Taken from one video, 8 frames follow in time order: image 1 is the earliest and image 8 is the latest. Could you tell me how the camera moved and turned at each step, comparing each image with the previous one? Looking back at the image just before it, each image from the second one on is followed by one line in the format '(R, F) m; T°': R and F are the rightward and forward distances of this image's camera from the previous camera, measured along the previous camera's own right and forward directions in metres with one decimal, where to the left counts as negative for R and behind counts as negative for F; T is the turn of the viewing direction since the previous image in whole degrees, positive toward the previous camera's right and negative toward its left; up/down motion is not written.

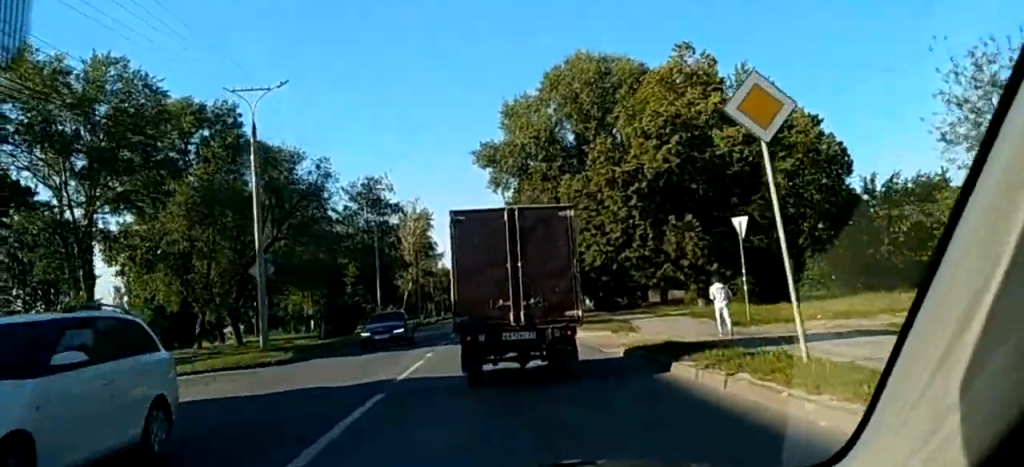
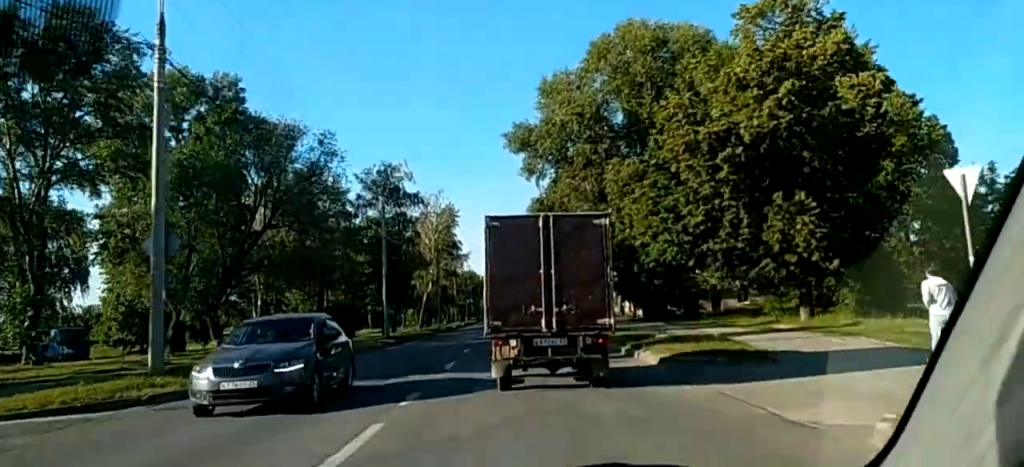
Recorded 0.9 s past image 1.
(-0.1, +11.2) m; -2°
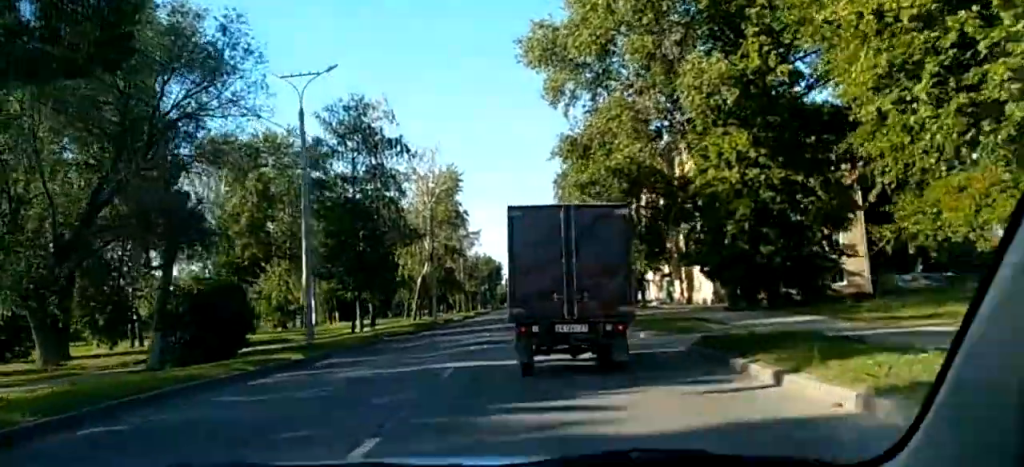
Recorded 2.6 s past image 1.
(-0.6, +21.3) m; -1°
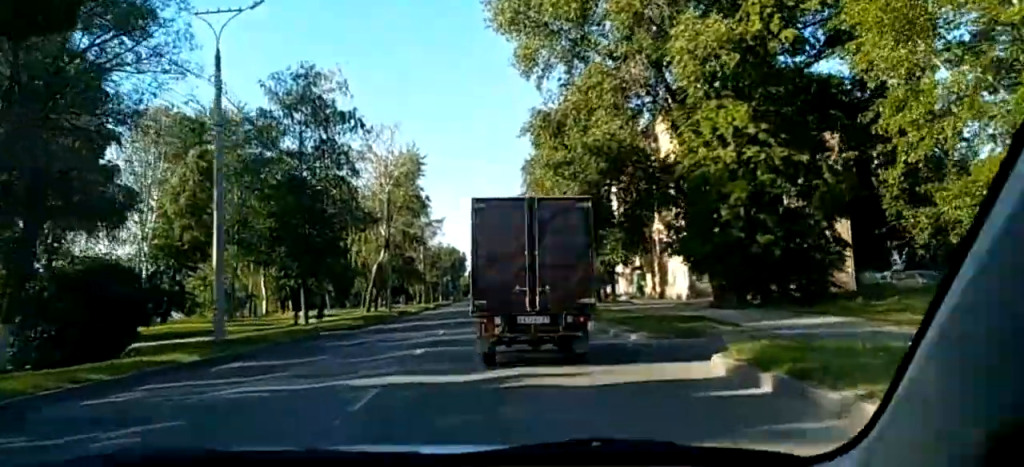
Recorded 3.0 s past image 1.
(+0.2, +5.0) m; +1°
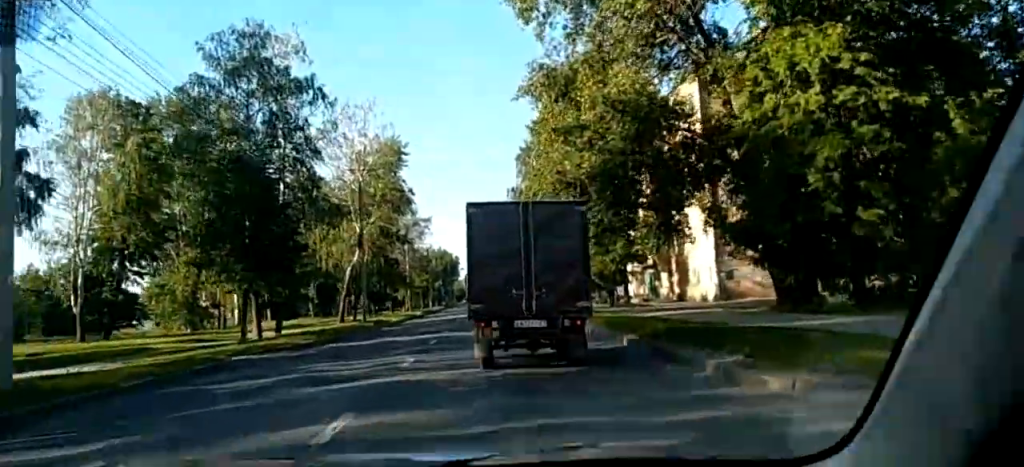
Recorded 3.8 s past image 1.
(+0.2, +9.2) m; +1°
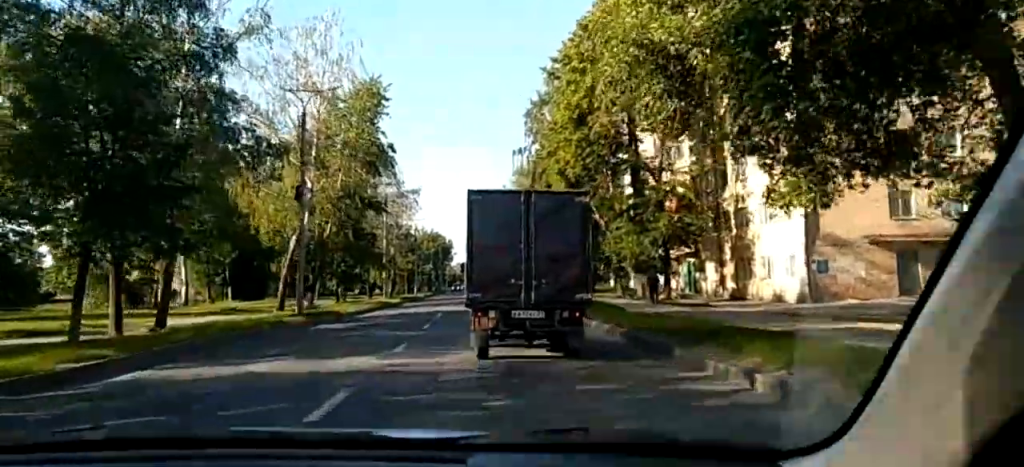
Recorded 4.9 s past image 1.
(-0.1, +15.1) m; -1°
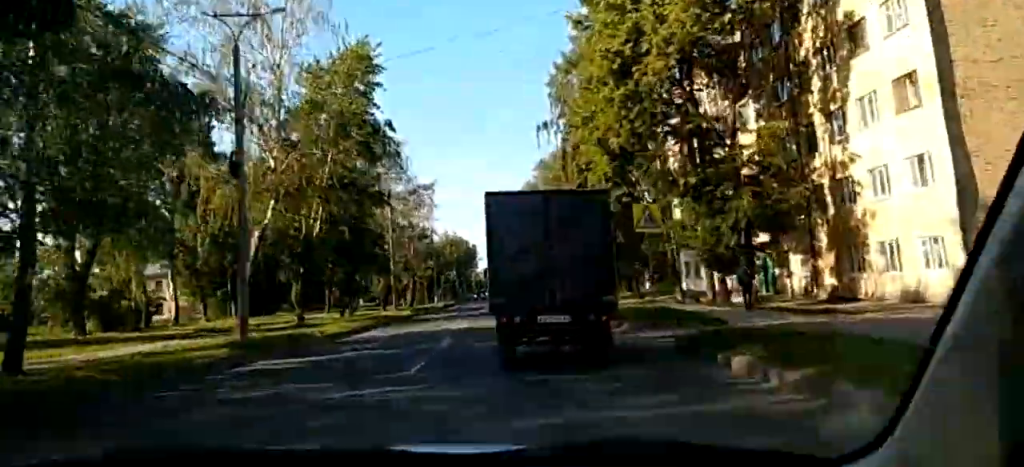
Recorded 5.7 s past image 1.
(-0.1, +10.1) m; 0°
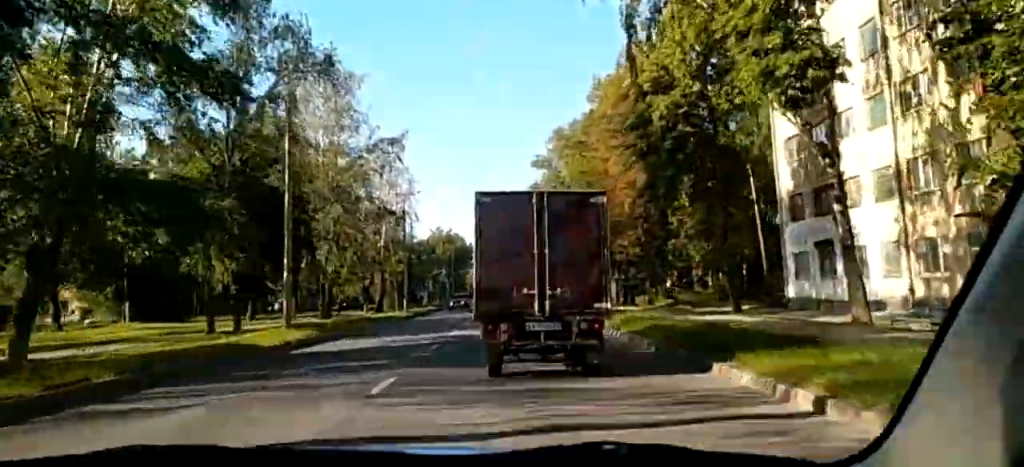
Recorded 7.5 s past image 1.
(+0.3, +25.1) m; +1°
